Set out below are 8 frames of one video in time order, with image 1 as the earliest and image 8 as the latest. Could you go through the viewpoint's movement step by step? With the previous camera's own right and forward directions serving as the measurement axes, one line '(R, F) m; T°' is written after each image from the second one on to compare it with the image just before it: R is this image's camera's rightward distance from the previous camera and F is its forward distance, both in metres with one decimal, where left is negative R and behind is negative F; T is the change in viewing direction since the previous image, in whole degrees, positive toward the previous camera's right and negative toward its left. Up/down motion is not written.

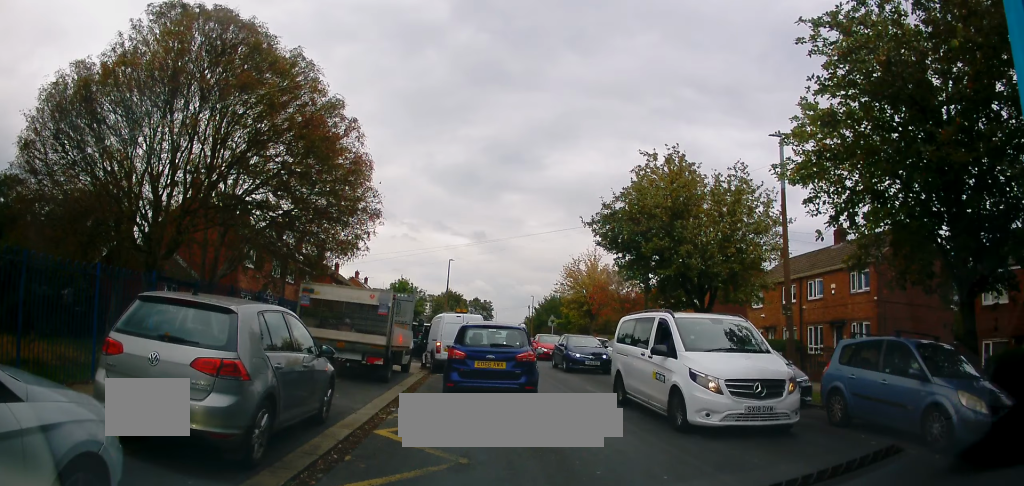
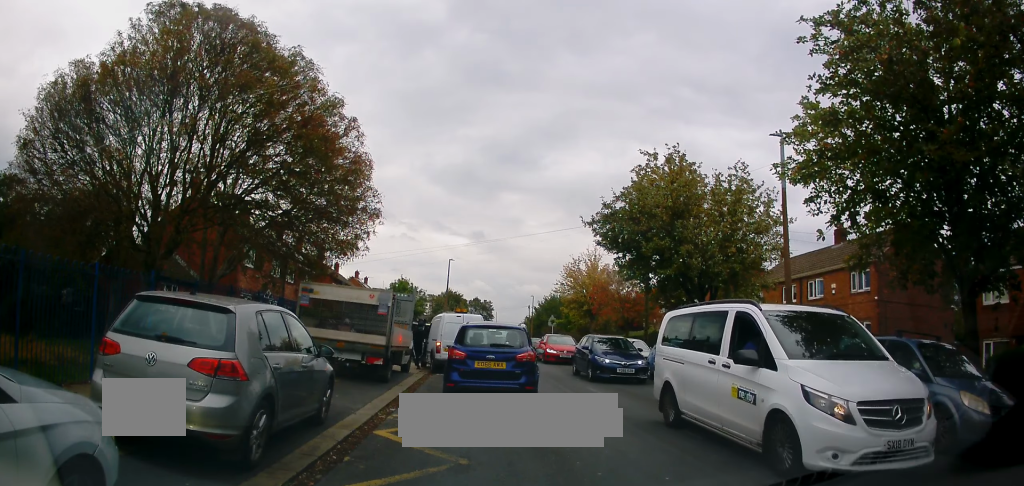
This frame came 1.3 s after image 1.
(0.0, 0.0) m; 0°
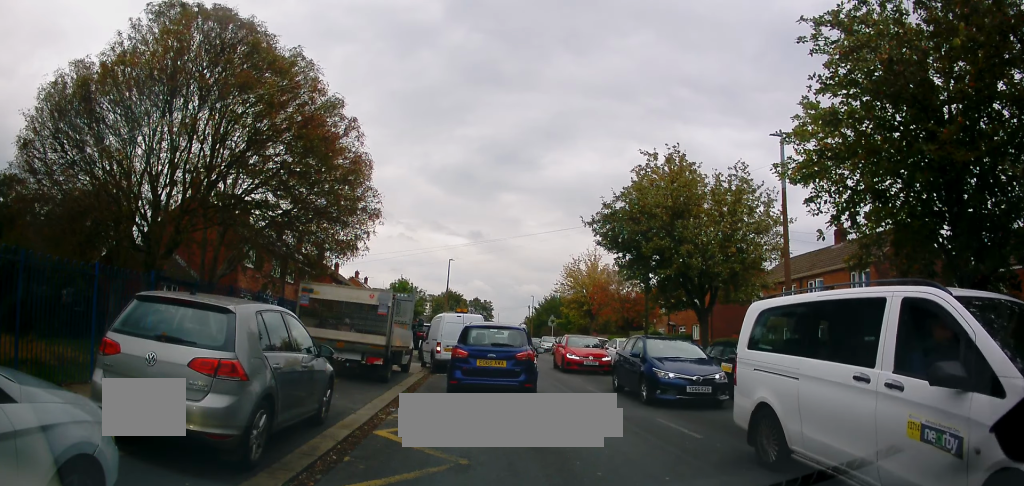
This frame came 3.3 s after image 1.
(0.0, 0.0) m; 0°
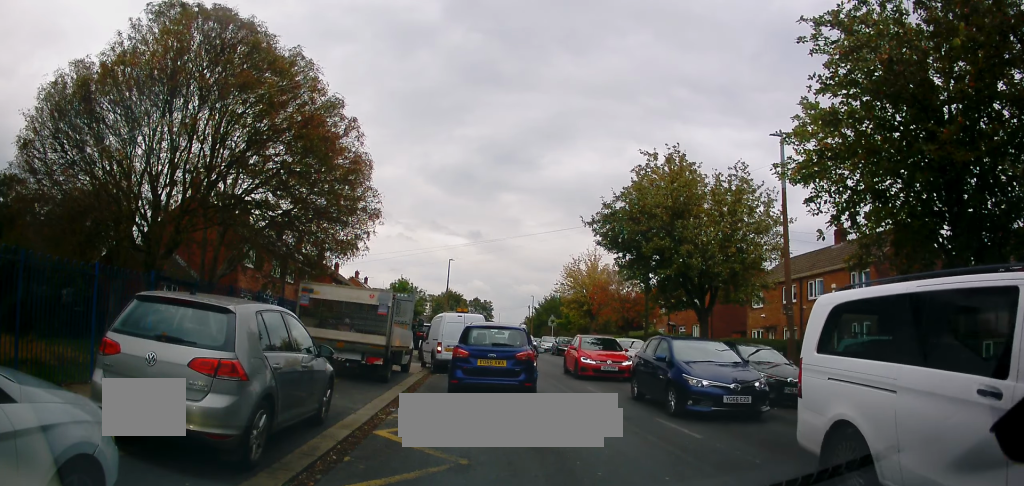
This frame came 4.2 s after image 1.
(0.0, 0.0) m; 0°
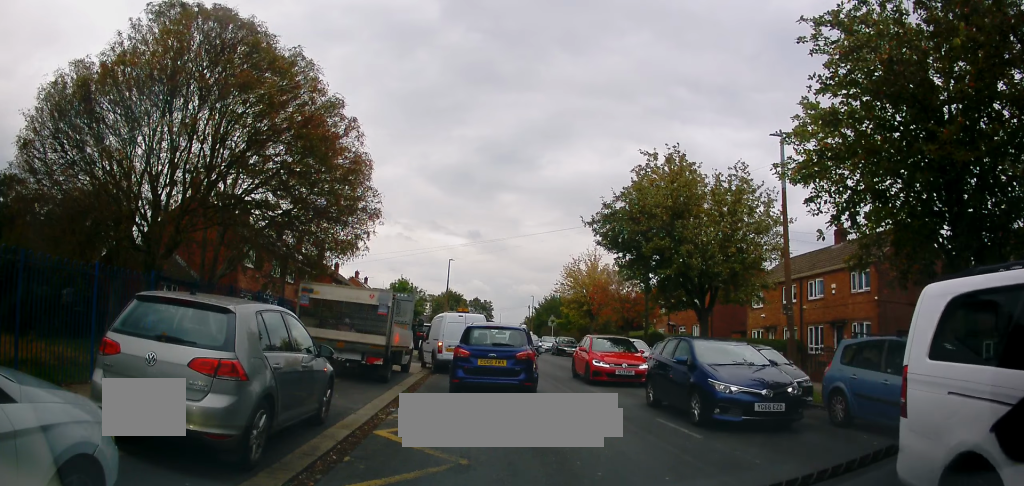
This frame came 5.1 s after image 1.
(0.0, 0.0) m; 0°
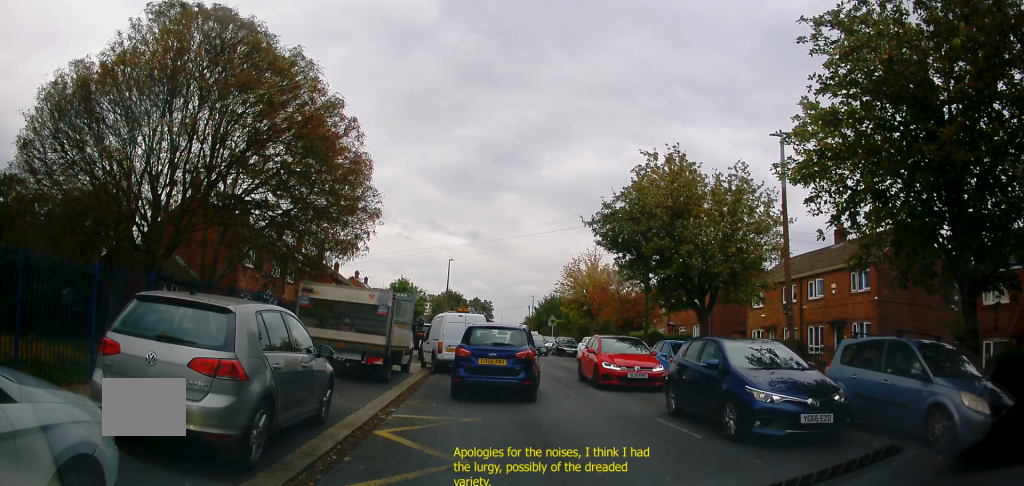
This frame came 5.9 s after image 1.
(0.0, 0.0) m; 0°
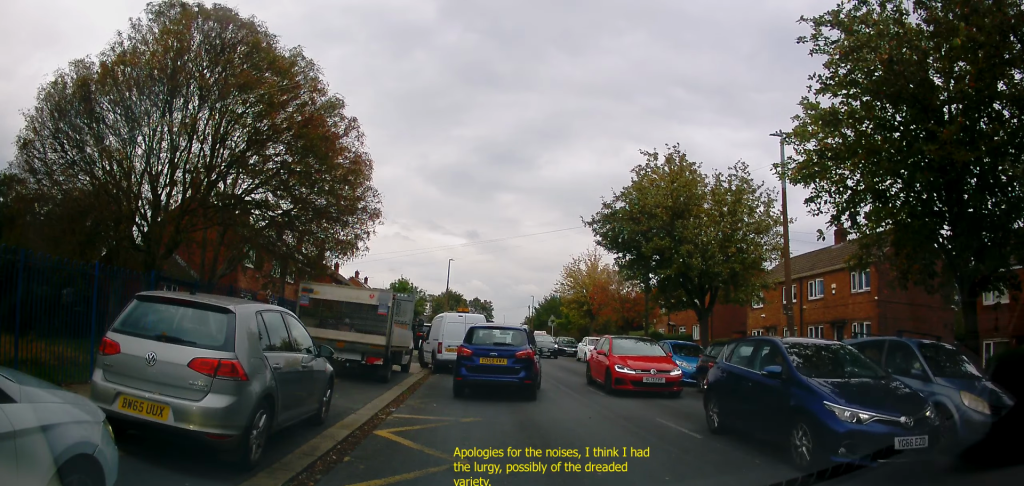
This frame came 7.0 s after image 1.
(0.0, 0.0) m; 0°
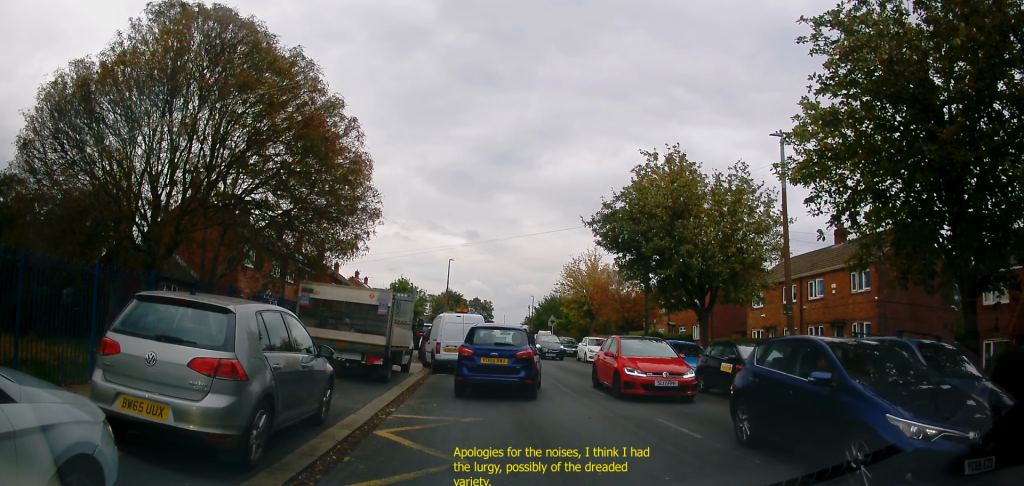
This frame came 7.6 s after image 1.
(0.0, 0.0) m; 0°
